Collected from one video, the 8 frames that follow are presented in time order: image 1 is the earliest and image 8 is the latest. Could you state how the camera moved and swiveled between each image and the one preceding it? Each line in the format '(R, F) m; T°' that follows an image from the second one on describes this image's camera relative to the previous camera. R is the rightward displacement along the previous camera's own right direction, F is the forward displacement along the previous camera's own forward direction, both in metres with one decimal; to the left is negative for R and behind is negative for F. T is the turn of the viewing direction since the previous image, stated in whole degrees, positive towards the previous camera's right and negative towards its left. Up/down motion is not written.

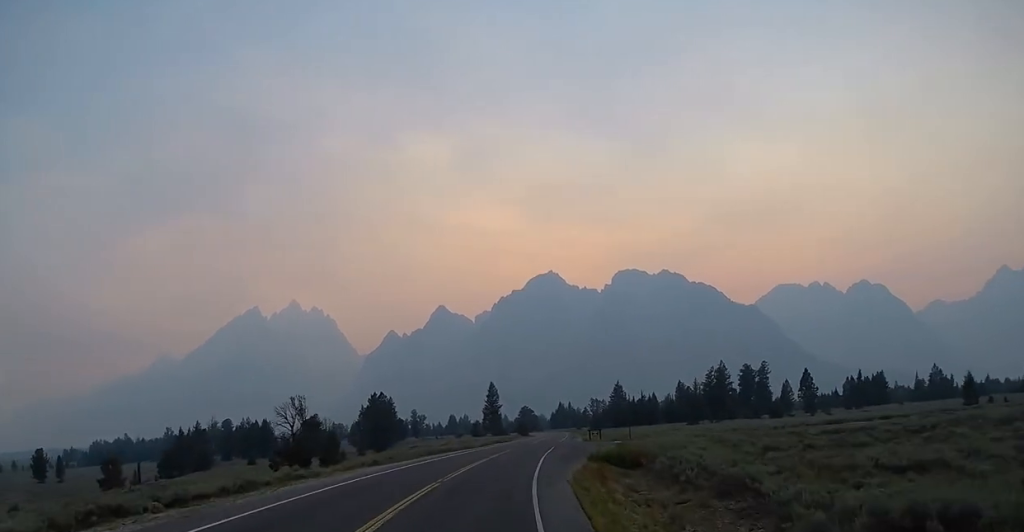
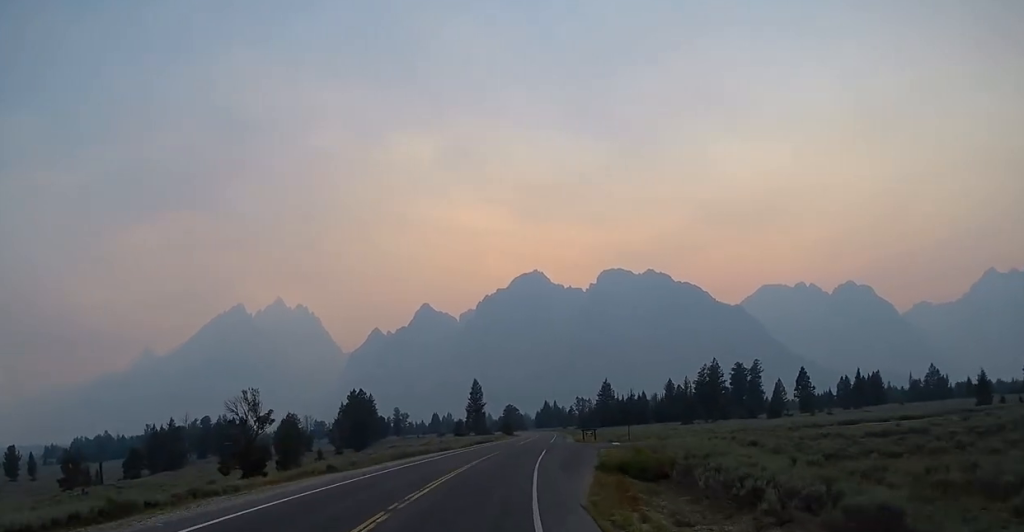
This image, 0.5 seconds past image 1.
(+0.2, +8.8) m; +1°
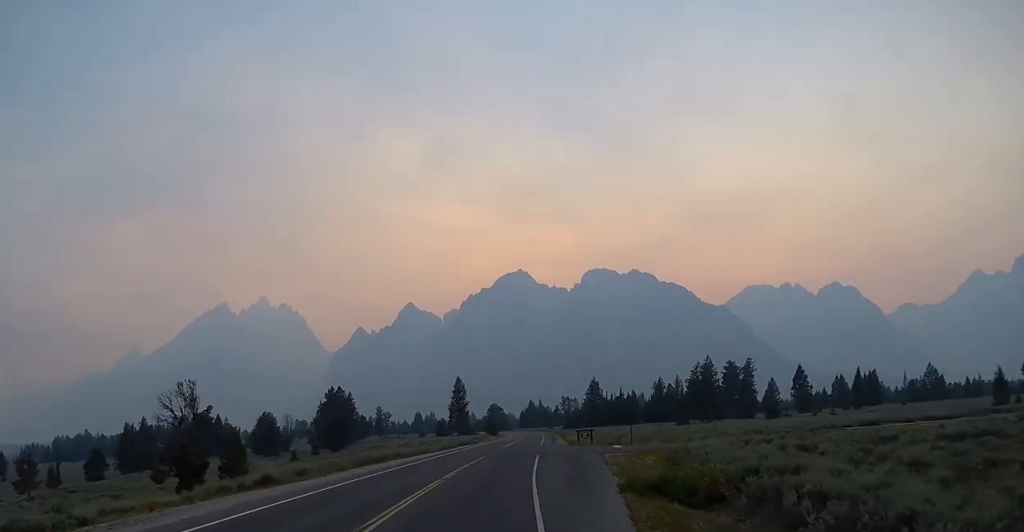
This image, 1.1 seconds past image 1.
(+0.1, +9.5) m; +1°
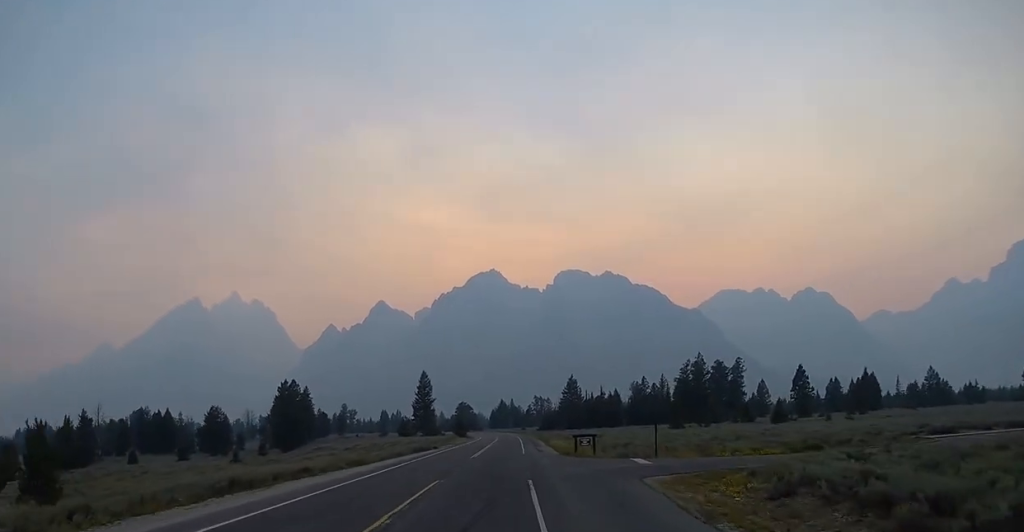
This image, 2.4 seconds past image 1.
(+0.1, +20.3) m; +1°
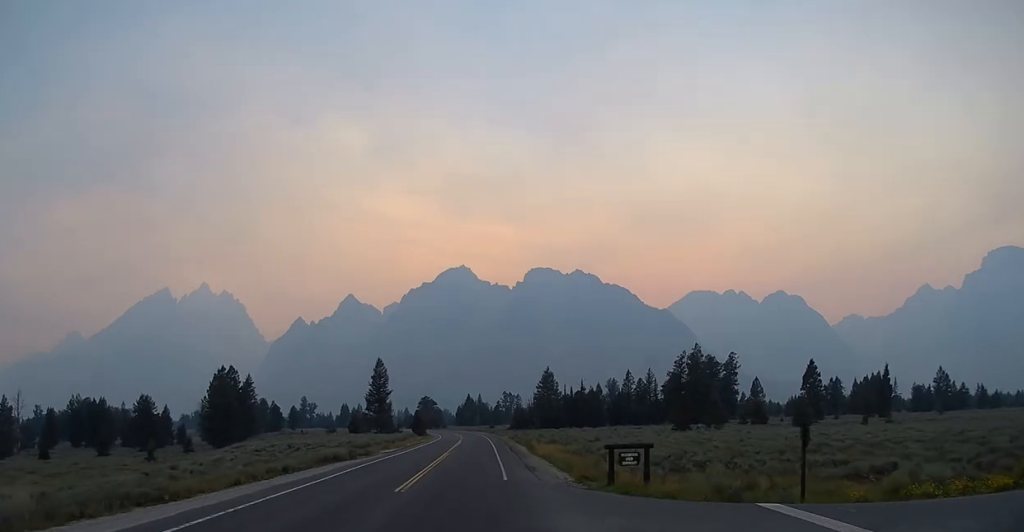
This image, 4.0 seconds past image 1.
(+0.4, +24.4) m; +2°
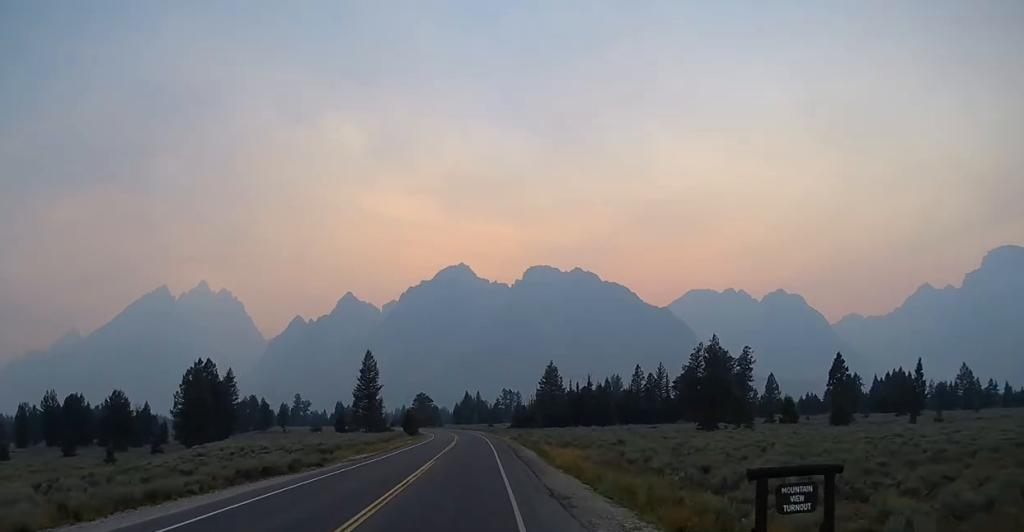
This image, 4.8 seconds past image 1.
(+0.3, +13.3) m; +1°
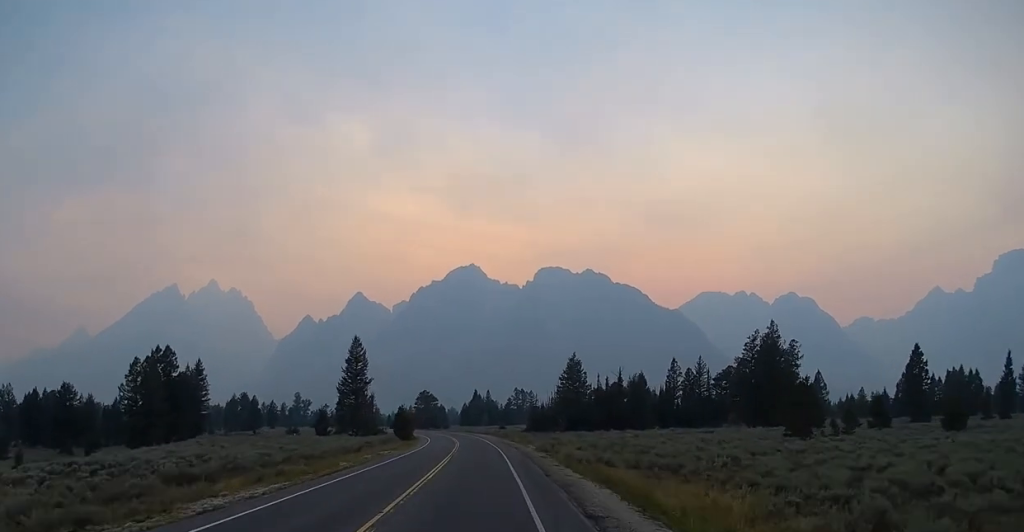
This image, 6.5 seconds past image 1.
(0.0, +26.9) m; -1°
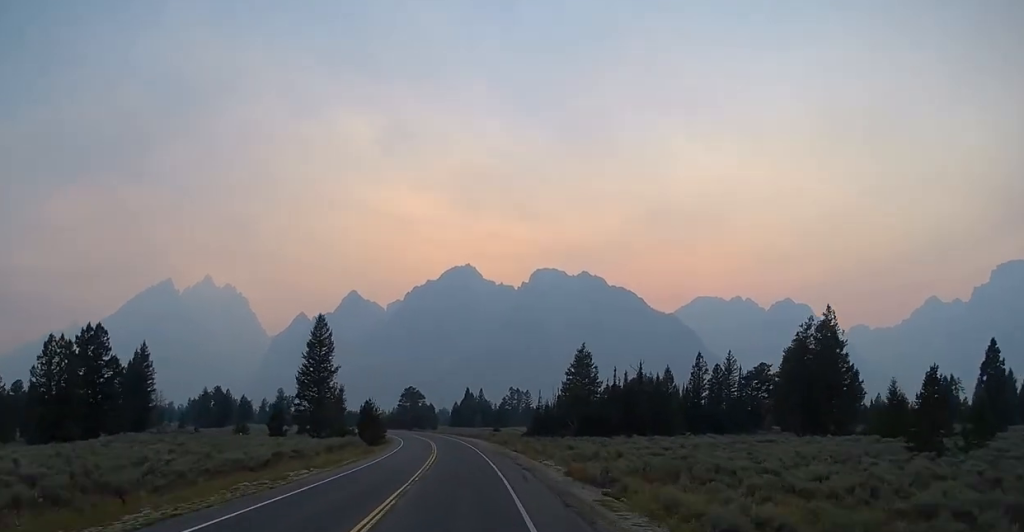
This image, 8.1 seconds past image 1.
(-0.1, +25.2) m; 0°
